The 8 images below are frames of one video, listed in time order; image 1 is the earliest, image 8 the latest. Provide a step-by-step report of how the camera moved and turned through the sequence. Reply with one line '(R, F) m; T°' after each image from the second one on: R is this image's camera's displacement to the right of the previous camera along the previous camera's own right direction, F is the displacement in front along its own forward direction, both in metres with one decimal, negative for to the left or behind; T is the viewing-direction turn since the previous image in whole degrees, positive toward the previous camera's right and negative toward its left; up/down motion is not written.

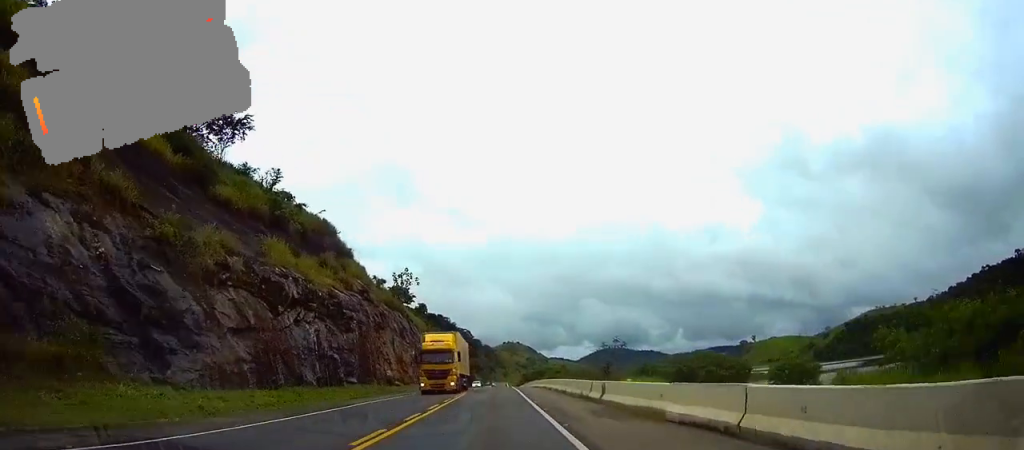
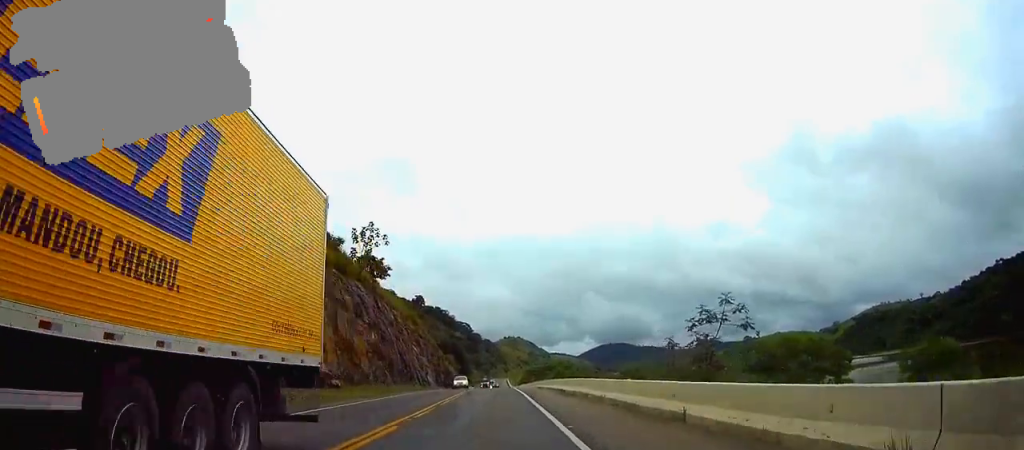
(0.0, +29.9) m; 0°
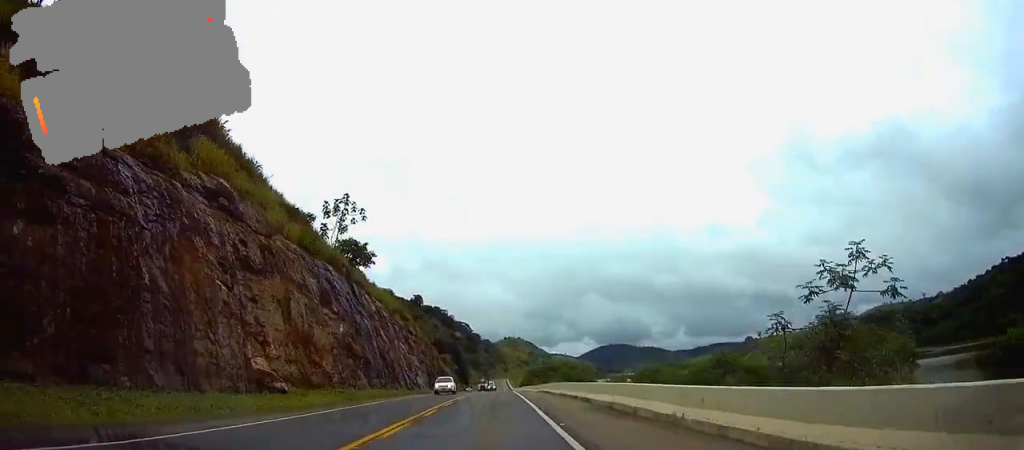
(0.0, +12.6) m; 0°
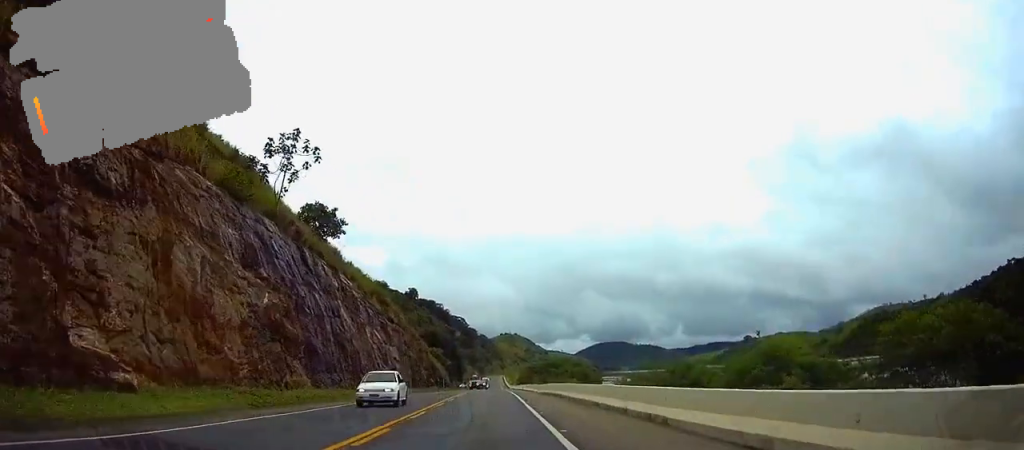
(0.0, +16.5) m; 0°
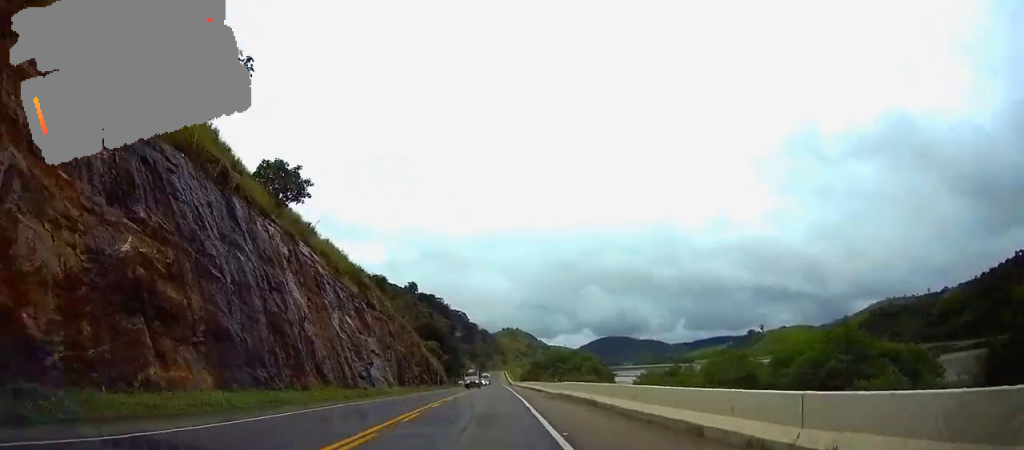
(0.0, +14.6) m; 0°
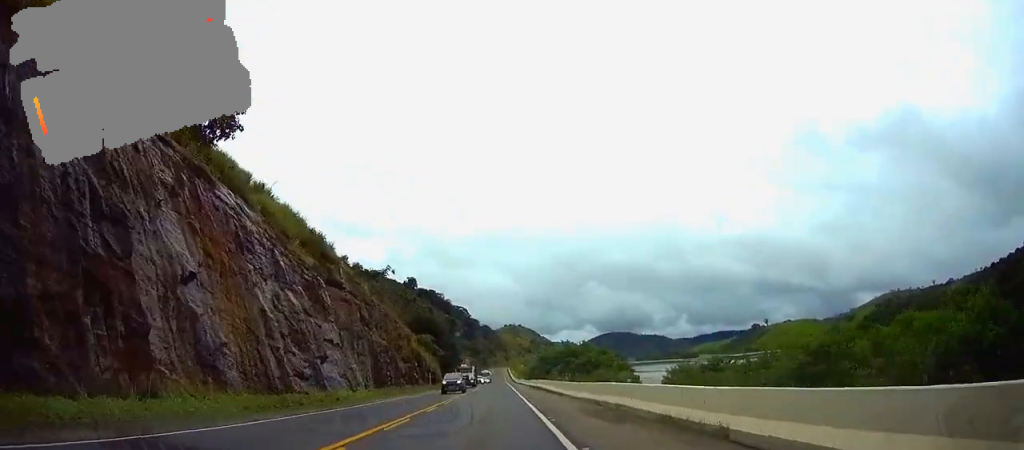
(0.0, +17.6) m; 0°
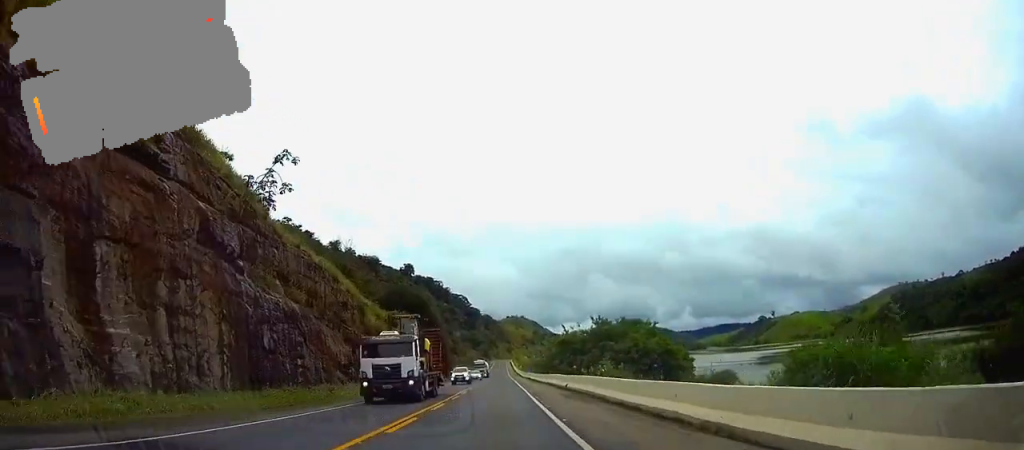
(0.0, +36.5) m; 0°
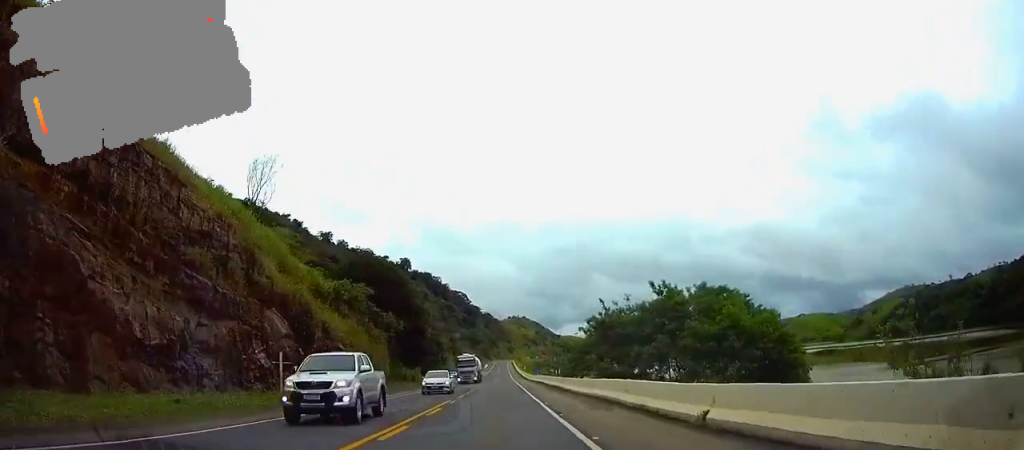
(0.0, +32.2) m; 0°
